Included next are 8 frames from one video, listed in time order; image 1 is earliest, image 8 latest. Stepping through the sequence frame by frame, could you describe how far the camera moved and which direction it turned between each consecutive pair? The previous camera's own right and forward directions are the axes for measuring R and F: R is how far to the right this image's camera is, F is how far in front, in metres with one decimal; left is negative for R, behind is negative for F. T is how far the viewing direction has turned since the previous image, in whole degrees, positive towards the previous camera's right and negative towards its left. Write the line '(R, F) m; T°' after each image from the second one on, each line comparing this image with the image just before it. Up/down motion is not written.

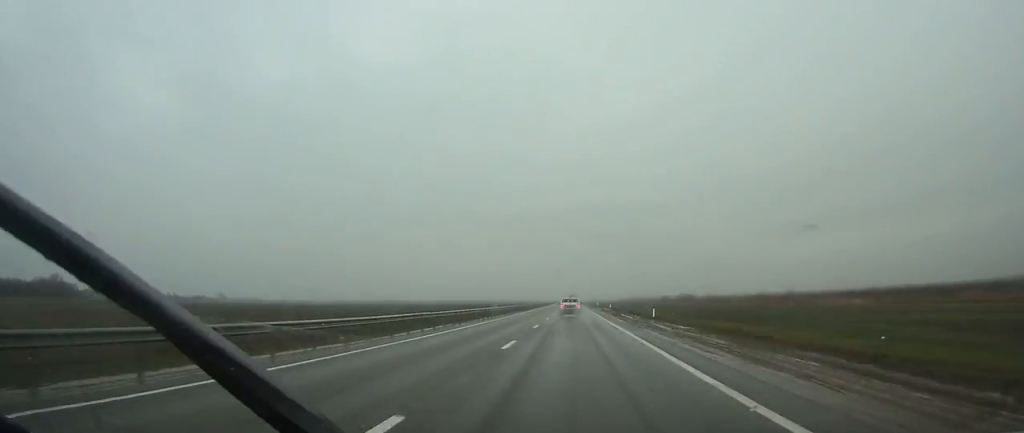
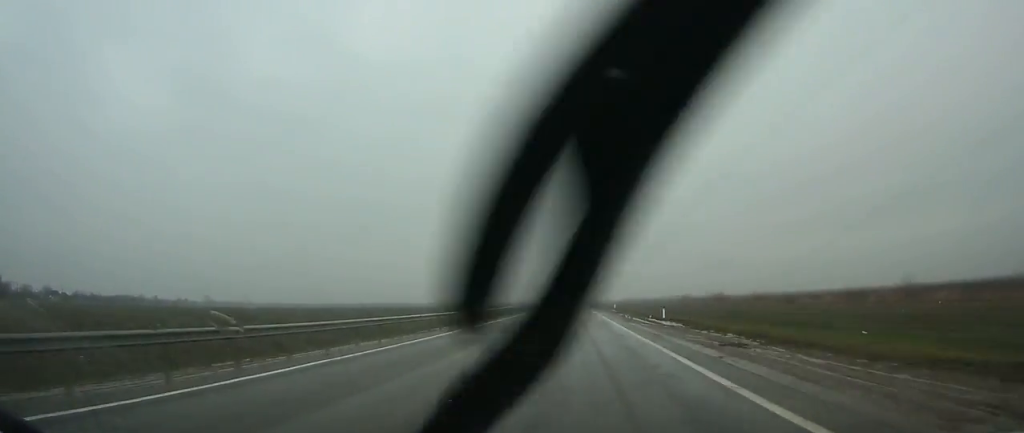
(-0.2, +53.1) m; 0°
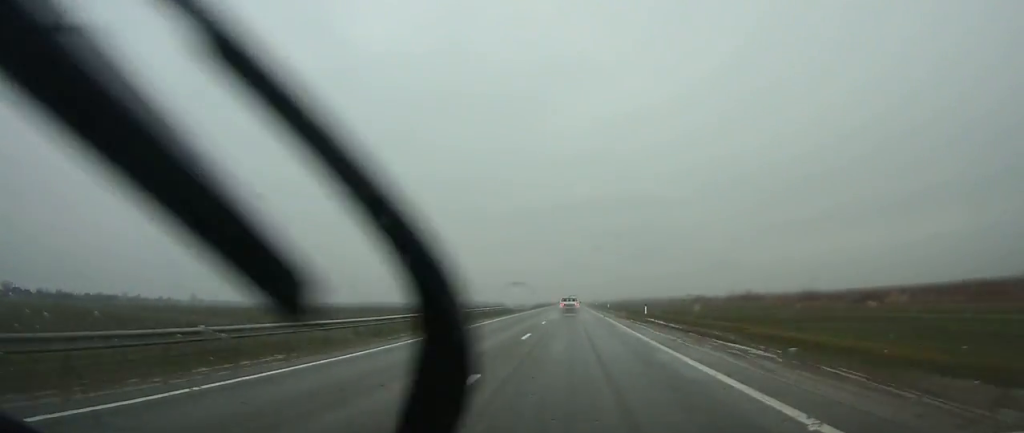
(+0.1, +39.0) m; 0°
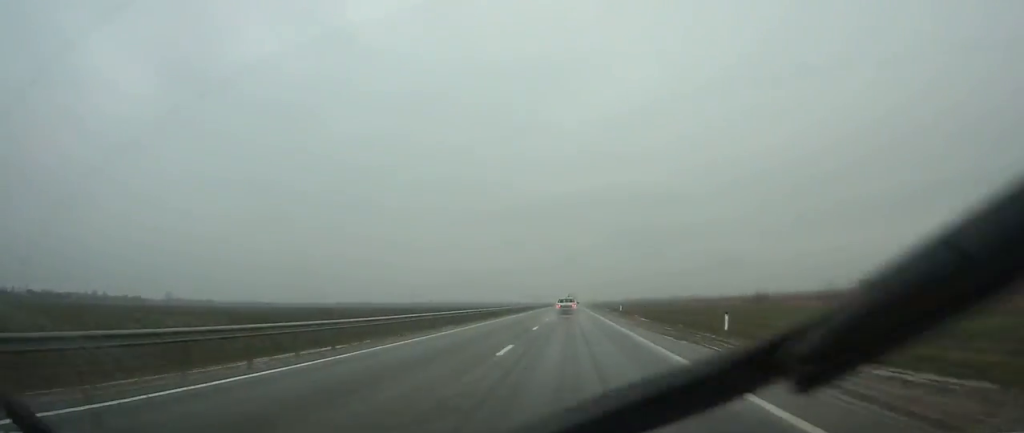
(+0.2, +76.9) m; 0°
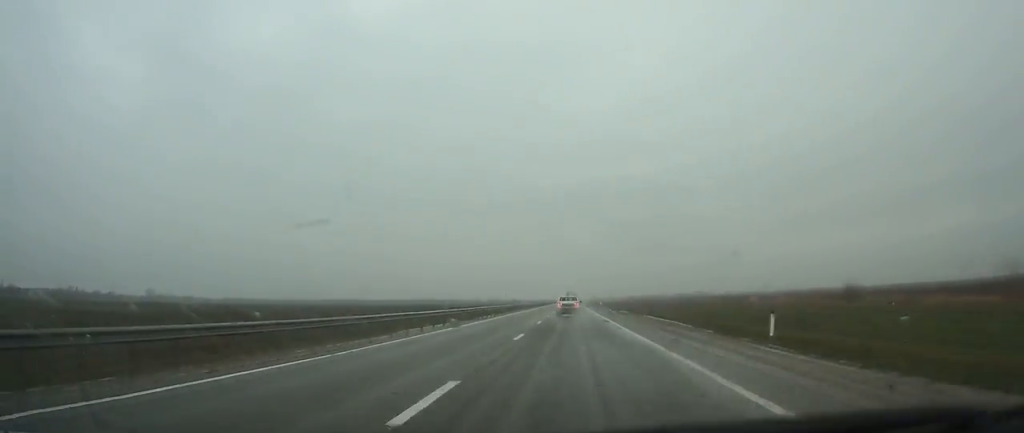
(0.0, +55.1) m; 0°
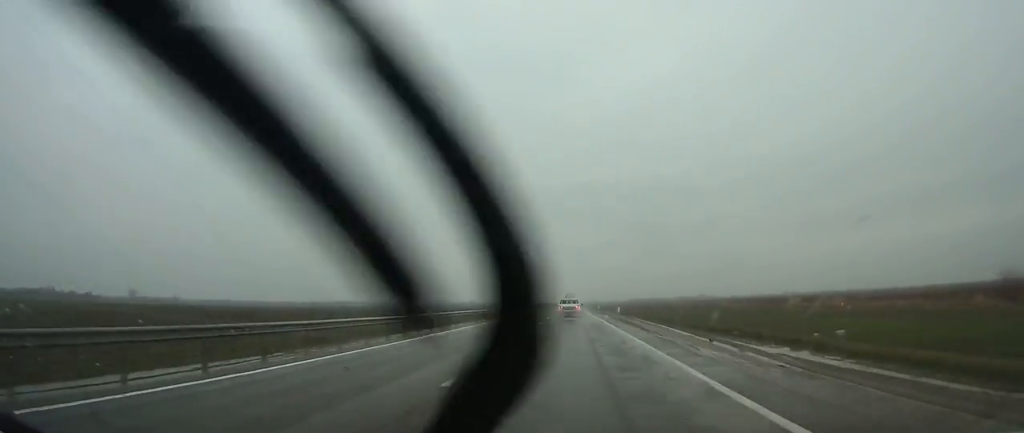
(0.0, +44.4) m; 0°
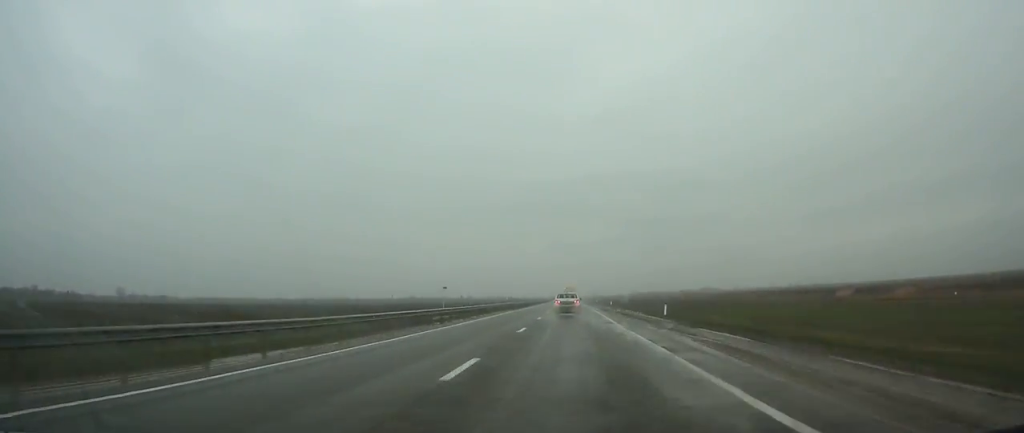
(+0.1, +35.3) m; 0°
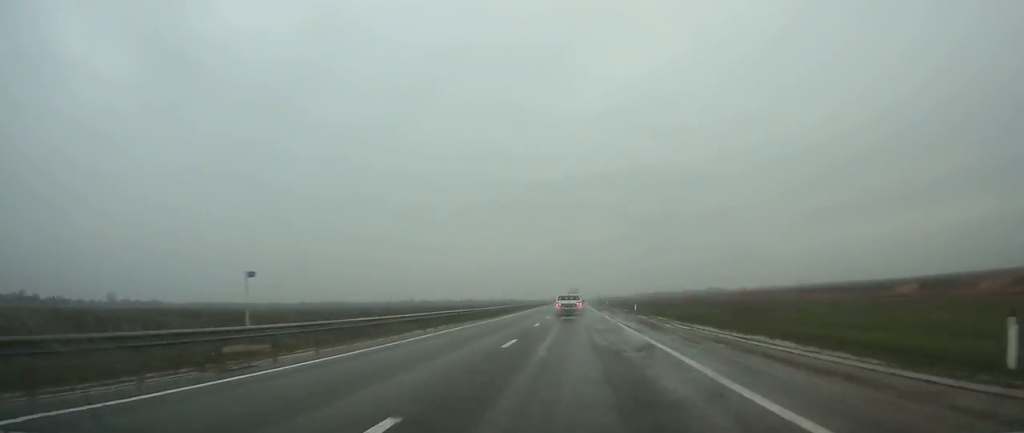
(0.0, +29.2) m; 0°
